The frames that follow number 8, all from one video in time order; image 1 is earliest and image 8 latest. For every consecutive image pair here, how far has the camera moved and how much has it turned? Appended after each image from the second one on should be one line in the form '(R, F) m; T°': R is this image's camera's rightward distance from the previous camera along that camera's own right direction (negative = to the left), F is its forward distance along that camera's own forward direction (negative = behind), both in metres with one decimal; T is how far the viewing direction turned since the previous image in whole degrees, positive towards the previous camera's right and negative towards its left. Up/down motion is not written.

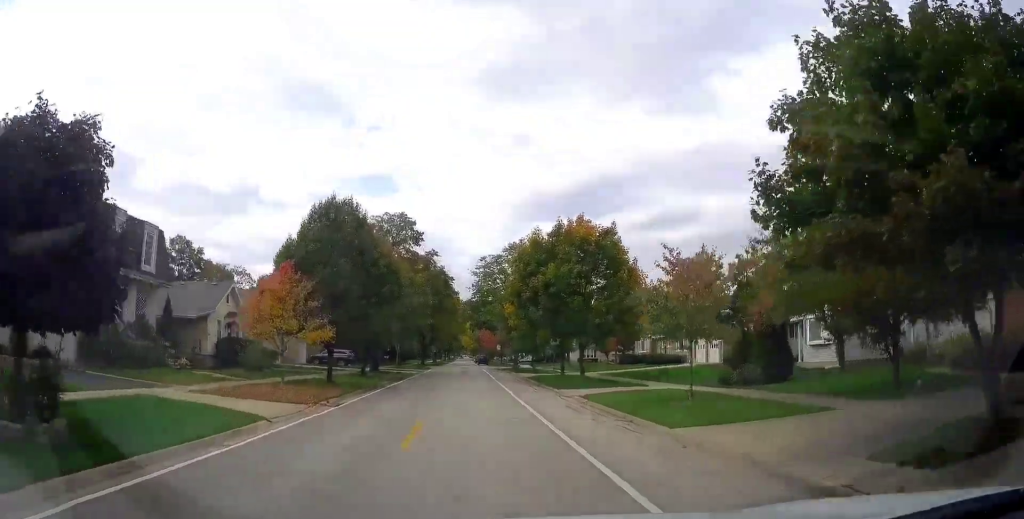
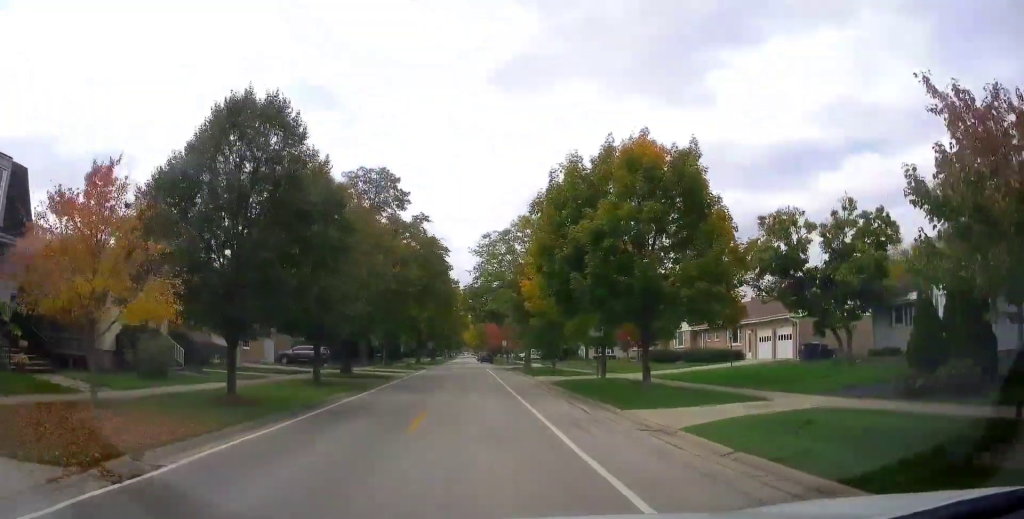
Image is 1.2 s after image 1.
(0.0, +11.7) m; 0°
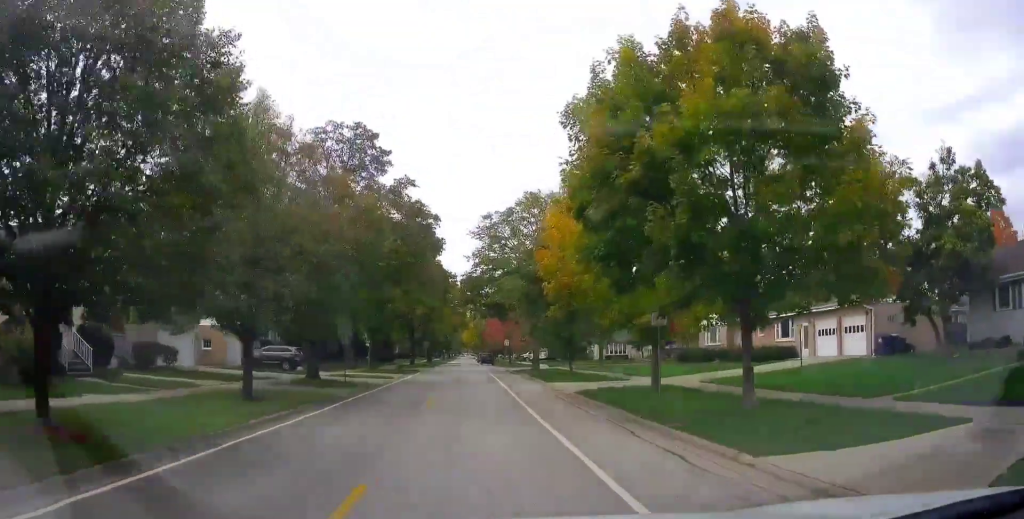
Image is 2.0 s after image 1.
(0.0, +8.1) m; 0°
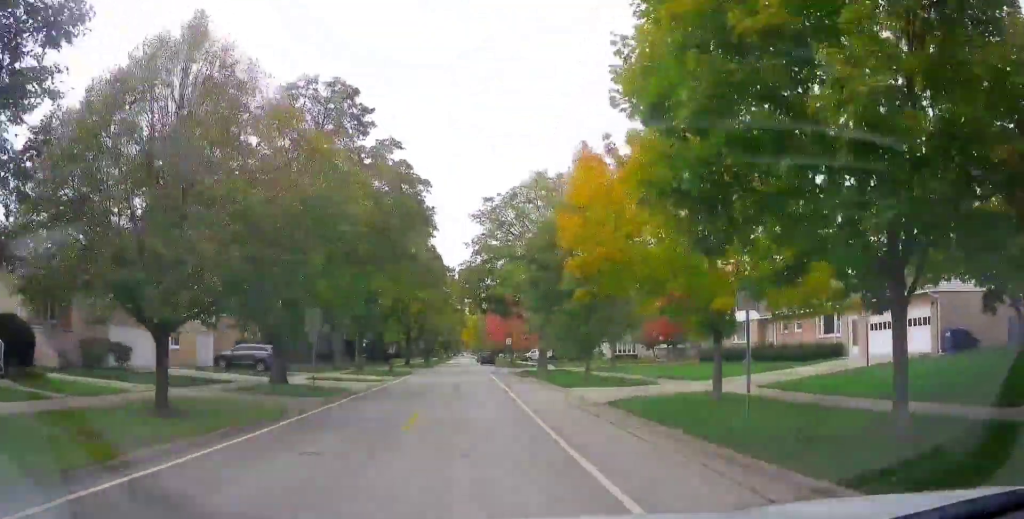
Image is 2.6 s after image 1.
(0.0, +5.4) m; 0°
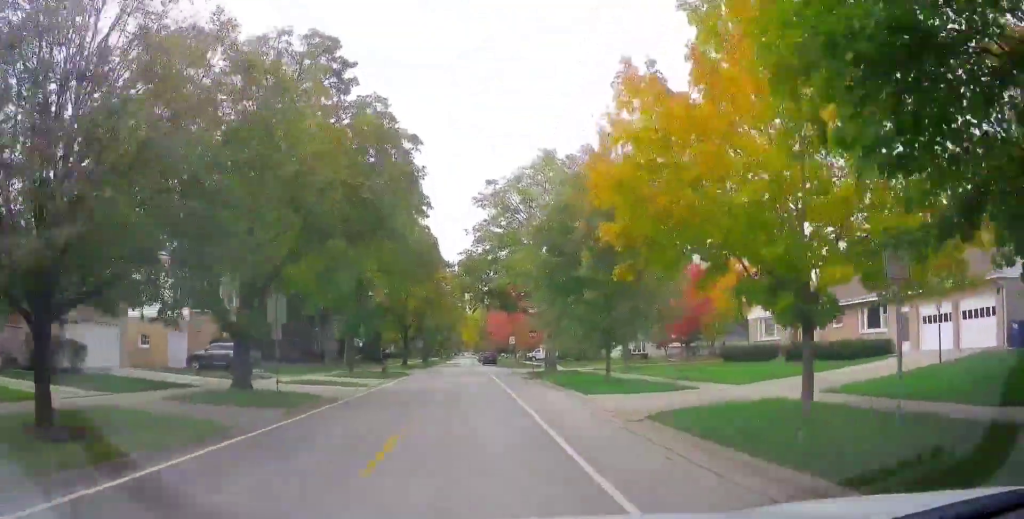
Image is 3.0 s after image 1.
(0.0, +4.3) m; +1°
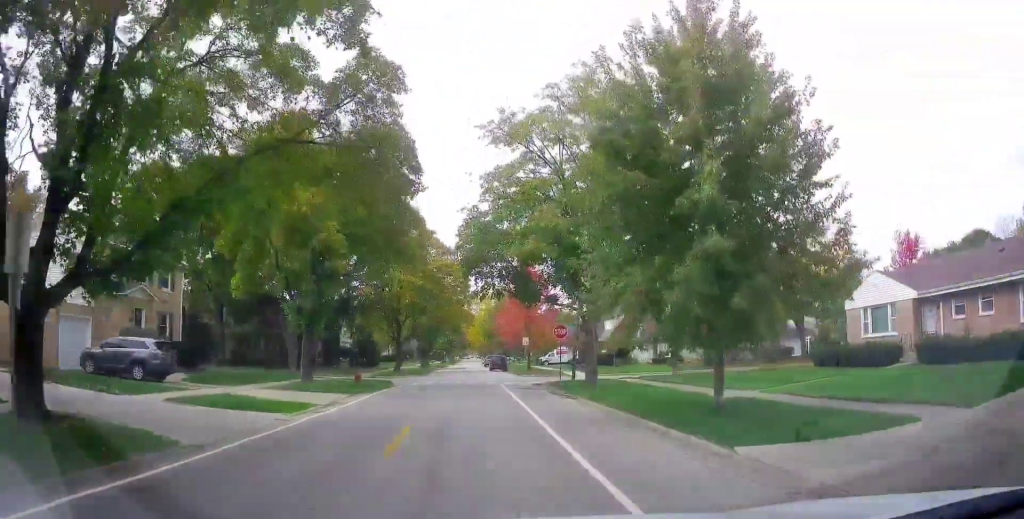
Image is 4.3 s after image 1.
(+0.1, +11.7) m; -2°
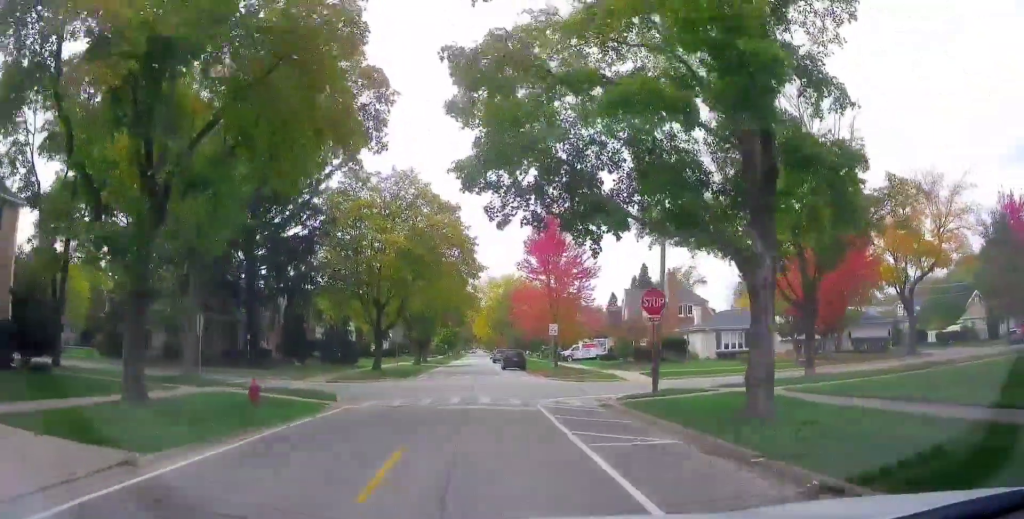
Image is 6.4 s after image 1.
(0.0, +16.8) m; +3°
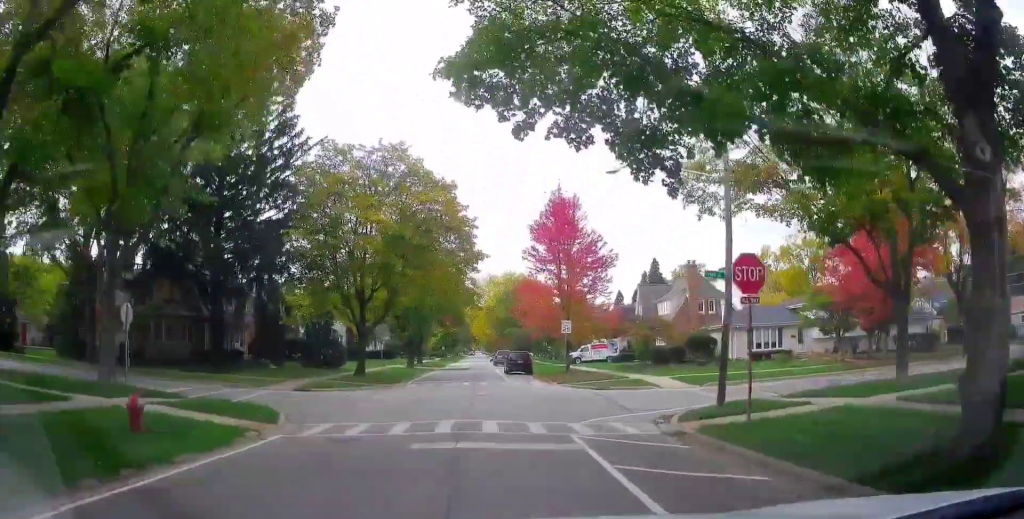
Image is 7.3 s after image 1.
(-0.1, +7.0) m; -5°
